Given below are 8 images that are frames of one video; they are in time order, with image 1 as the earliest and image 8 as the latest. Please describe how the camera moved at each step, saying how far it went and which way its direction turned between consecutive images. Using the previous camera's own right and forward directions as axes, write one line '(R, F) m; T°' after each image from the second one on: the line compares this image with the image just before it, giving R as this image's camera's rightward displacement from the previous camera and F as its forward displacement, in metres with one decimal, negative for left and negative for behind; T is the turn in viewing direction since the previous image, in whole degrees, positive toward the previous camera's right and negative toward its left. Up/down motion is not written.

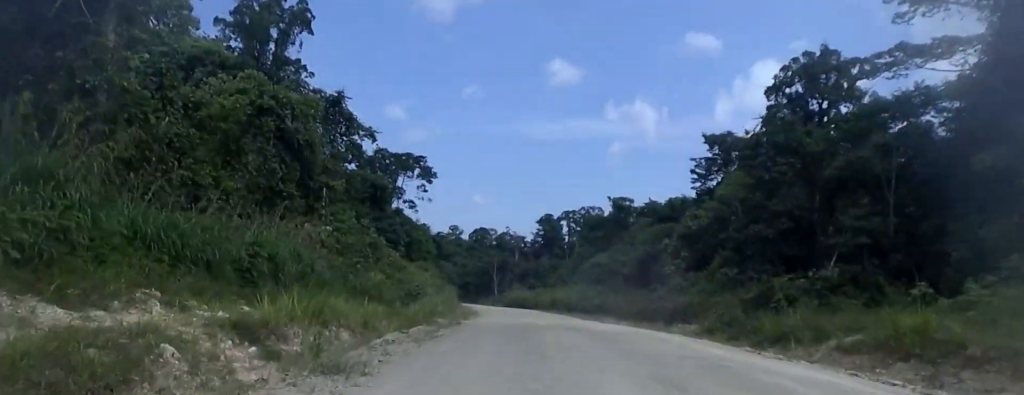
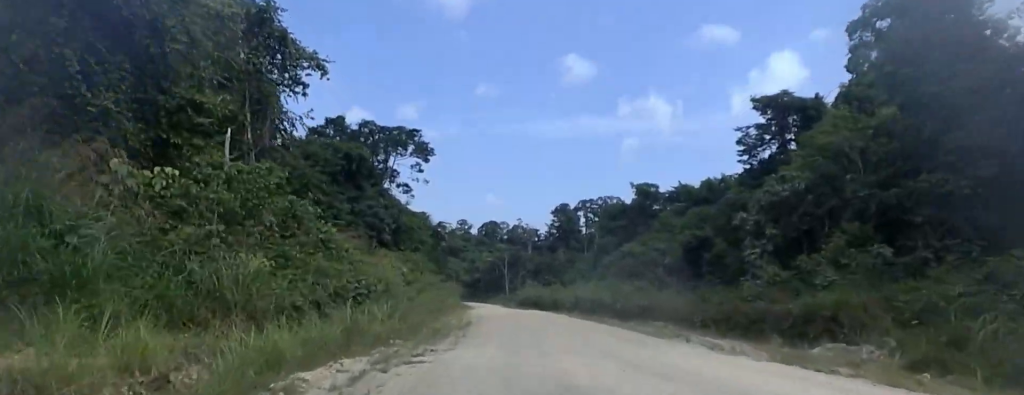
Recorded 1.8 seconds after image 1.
(-2.0, +19.5) m; -9°
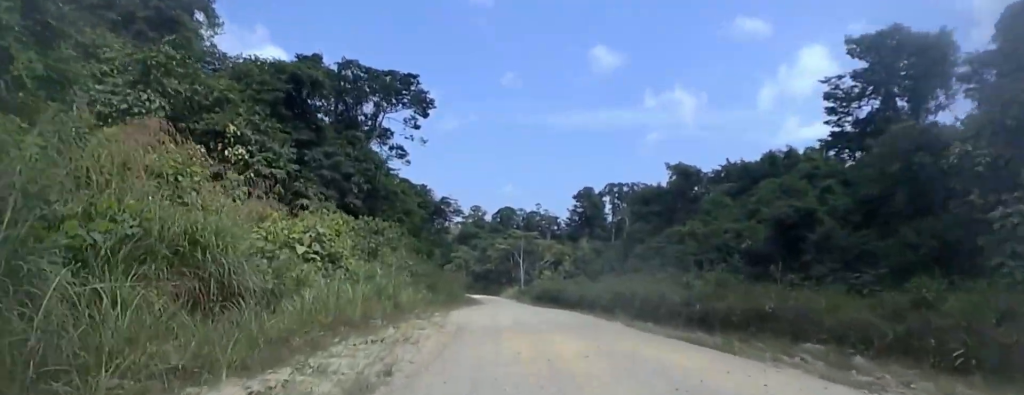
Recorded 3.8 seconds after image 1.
(+0.9, +21.4) m; +2°
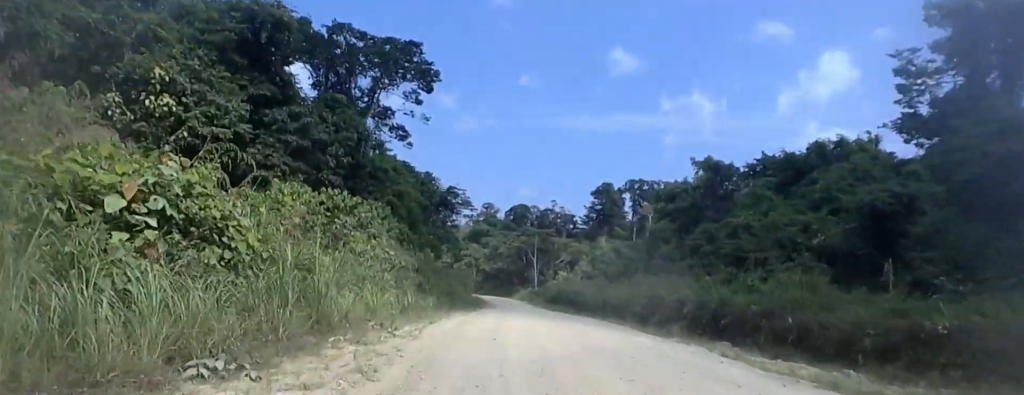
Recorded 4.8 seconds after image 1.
(0.0, +10.5) m; 0°
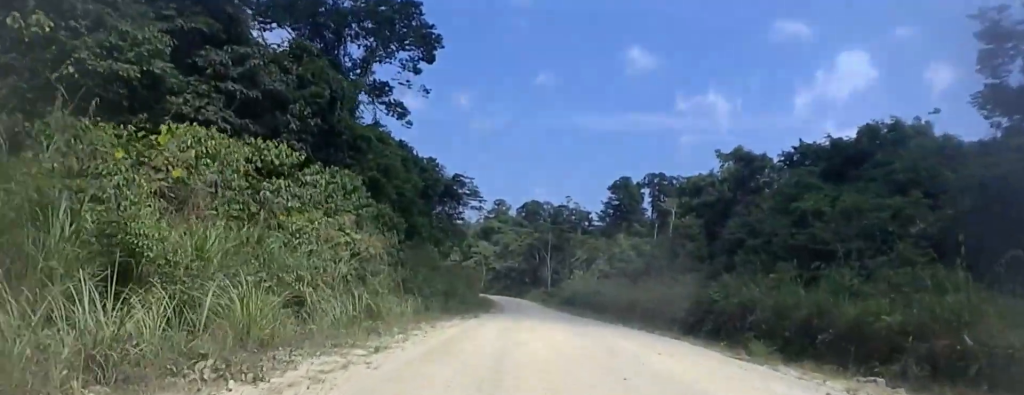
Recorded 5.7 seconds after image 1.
(0.0, +9.4) m; 0°
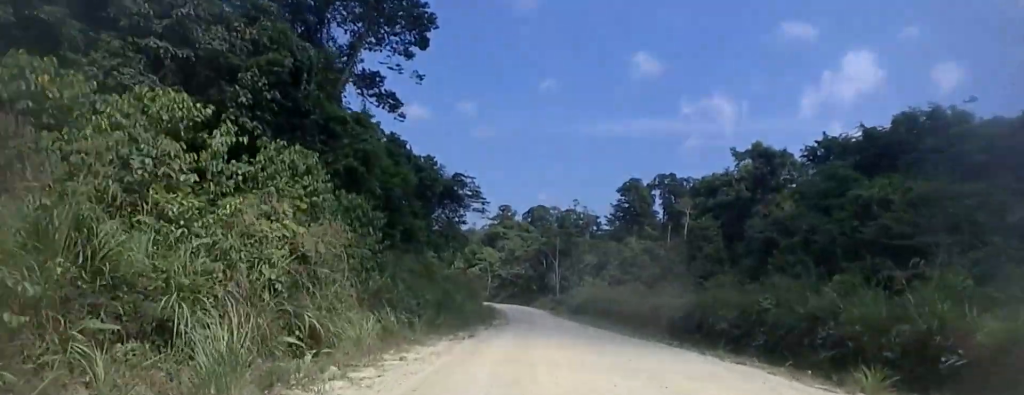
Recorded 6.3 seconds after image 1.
(0.0, +6.6) m; 0°
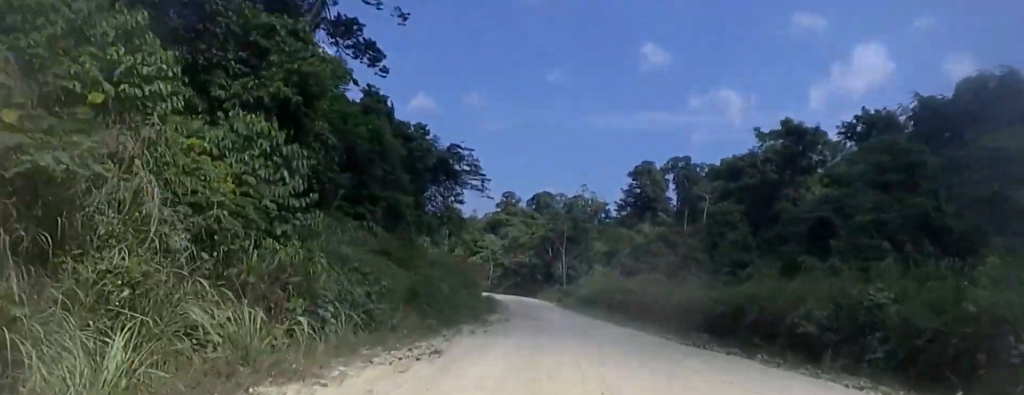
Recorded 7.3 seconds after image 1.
(0.0, +9.7) m; 0°
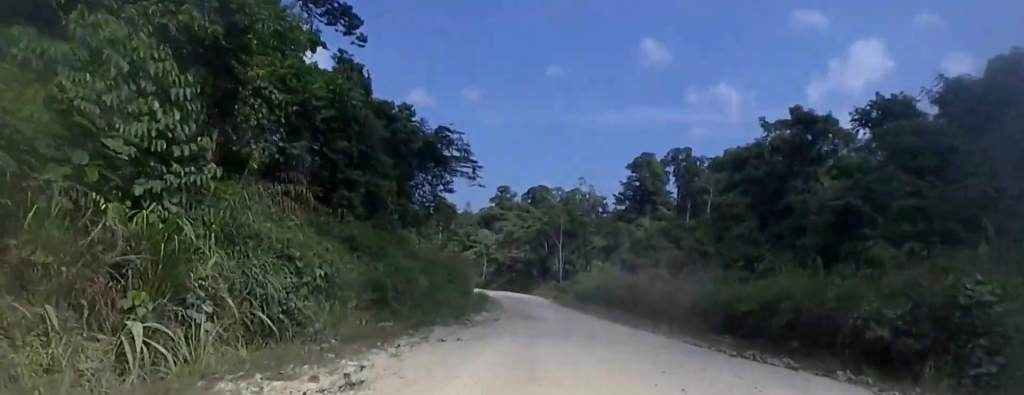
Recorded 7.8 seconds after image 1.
(0.0, +5.3) m; 0°
